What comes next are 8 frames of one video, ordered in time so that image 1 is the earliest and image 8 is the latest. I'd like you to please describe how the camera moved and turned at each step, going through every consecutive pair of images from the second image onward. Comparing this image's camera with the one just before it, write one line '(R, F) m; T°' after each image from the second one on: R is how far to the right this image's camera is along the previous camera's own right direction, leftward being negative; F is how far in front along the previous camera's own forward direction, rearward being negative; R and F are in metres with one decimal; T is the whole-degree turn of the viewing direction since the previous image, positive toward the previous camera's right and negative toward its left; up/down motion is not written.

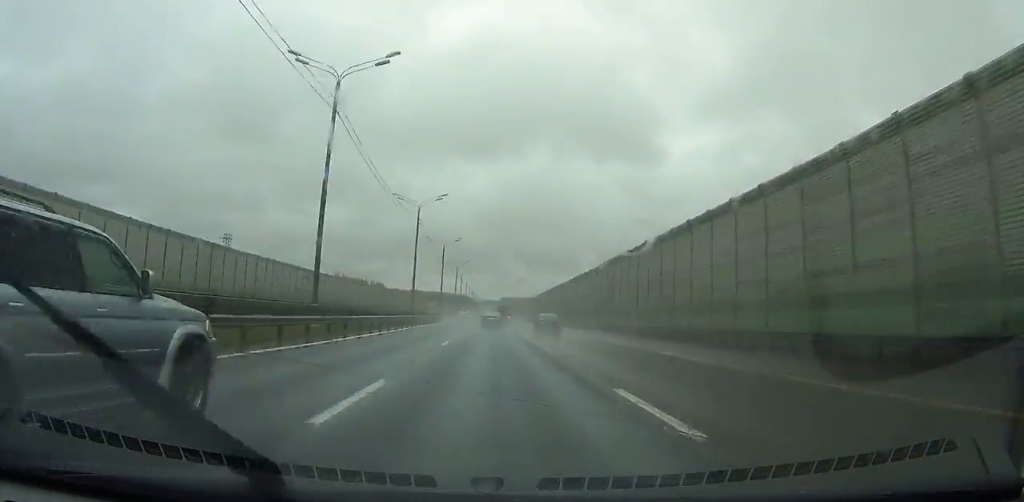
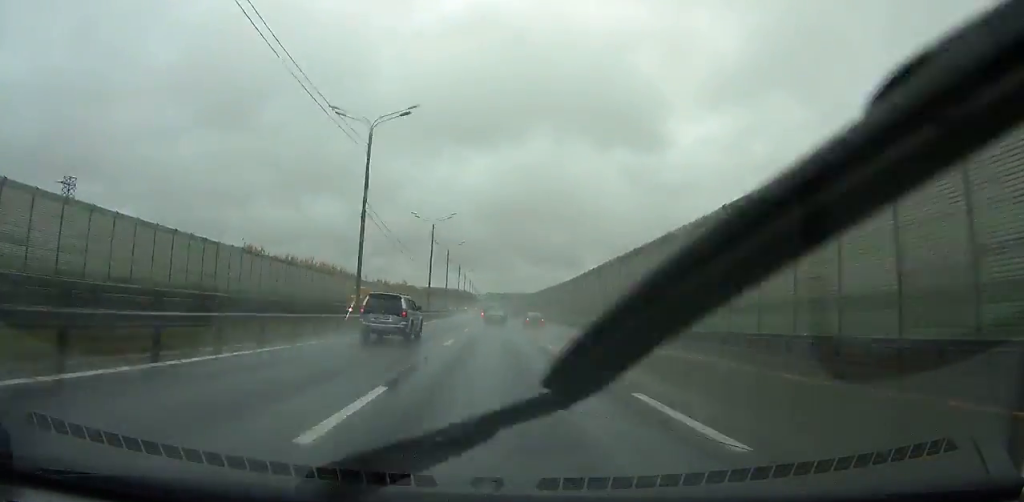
(-0.9, +58.4) m; -1°
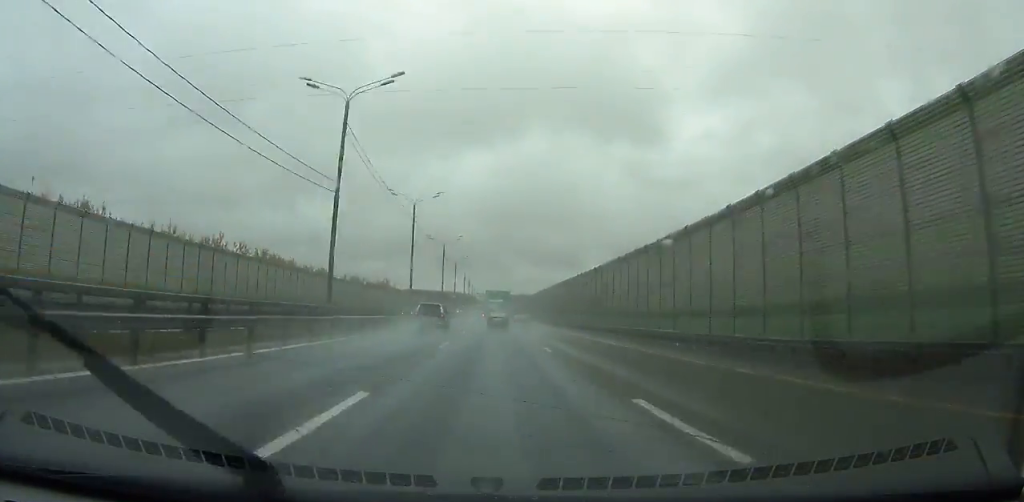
(-0.2, +43.0) m; 0°
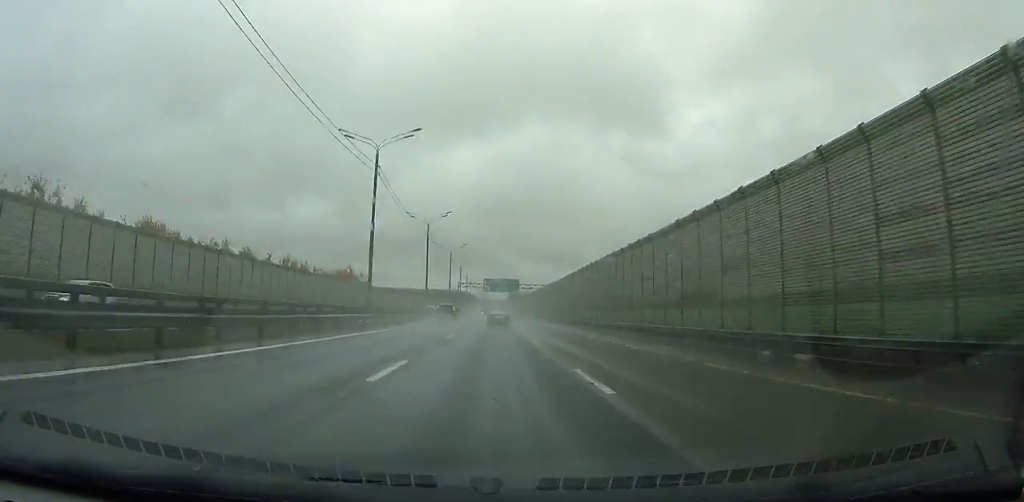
(-0.1, +53.1) m; 0°
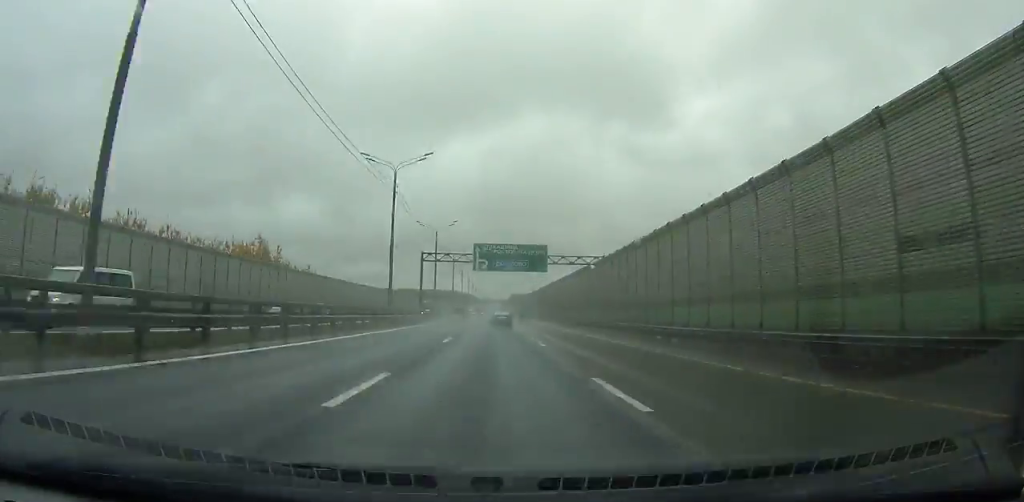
(+0.1, +62.3) m; 0°
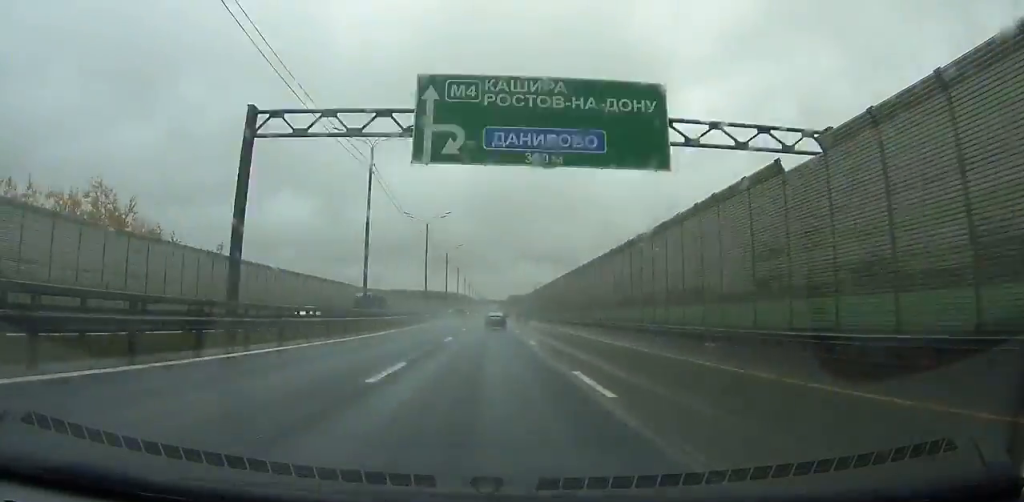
(+0.1, +44.1) m; 0°
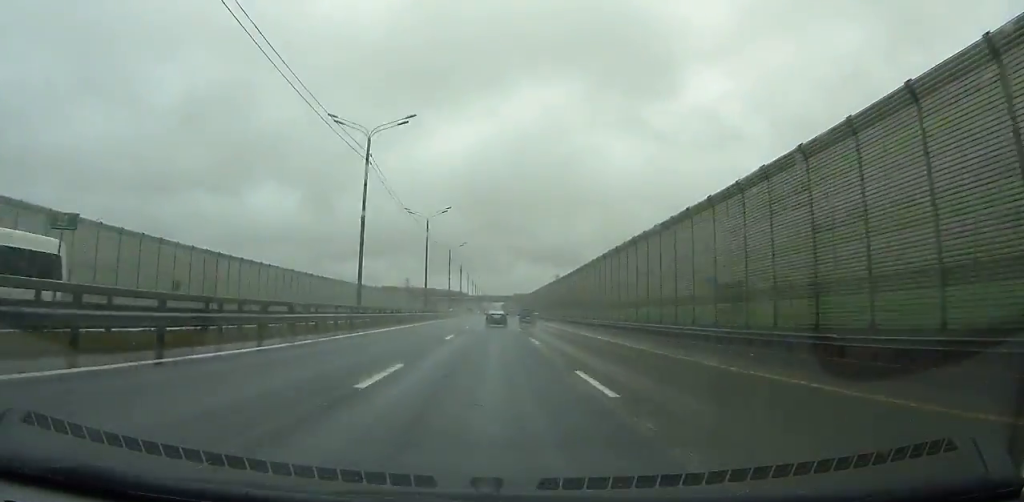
(+0.1, +111.2) m; 0°
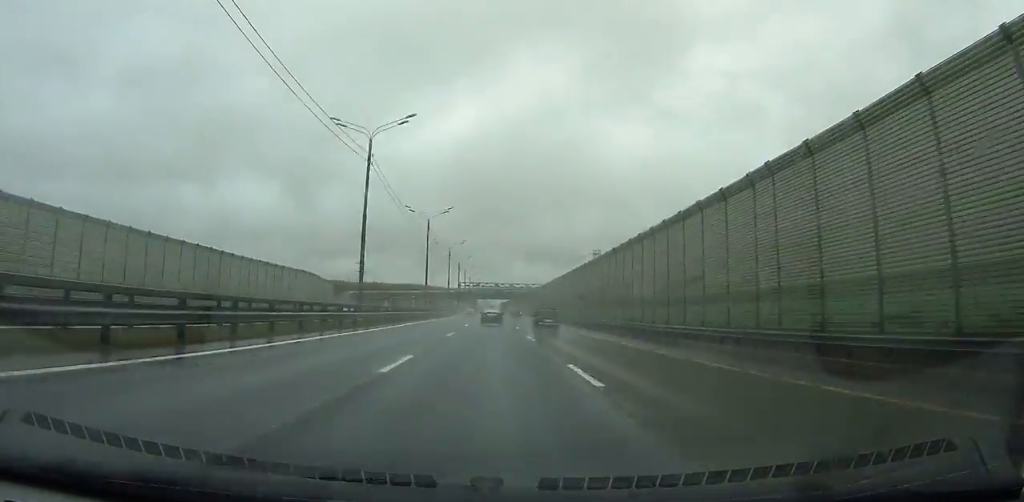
(-0.3, +109.8) m; 0°
